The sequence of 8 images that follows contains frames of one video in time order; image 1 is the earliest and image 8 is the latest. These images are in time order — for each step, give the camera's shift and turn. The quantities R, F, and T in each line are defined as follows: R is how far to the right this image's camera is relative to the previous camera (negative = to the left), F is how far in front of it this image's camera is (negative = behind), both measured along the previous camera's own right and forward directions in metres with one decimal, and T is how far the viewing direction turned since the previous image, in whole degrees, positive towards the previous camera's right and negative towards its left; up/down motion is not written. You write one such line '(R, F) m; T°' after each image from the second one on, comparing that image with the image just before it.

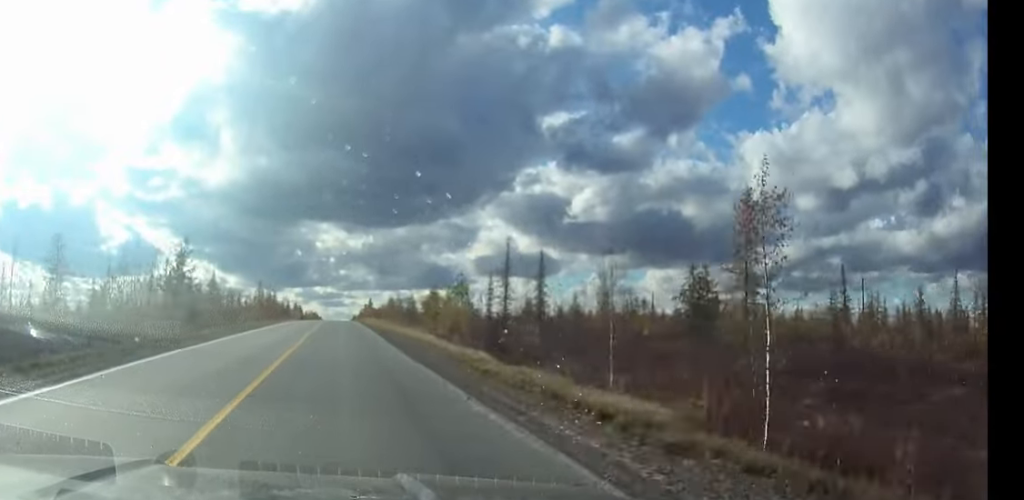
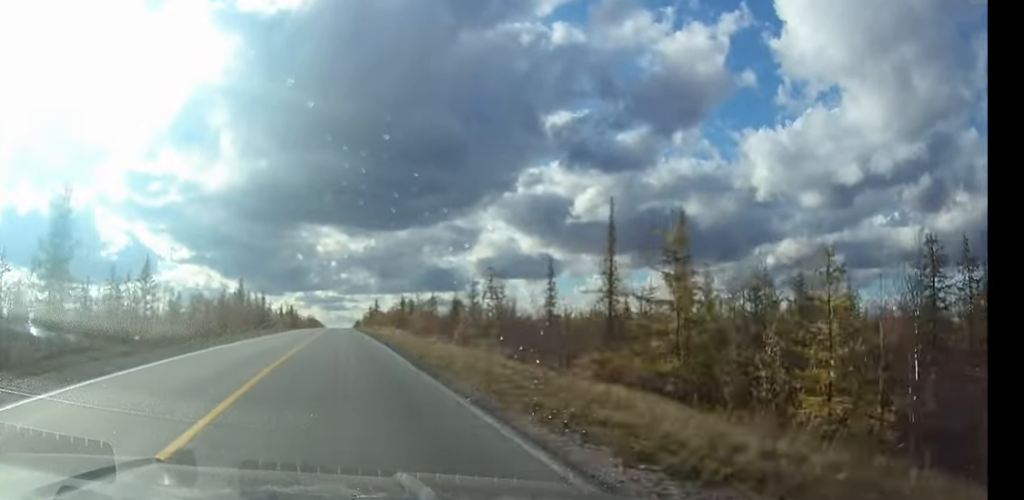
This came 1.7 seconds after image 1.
(-0.1, +44.7) m; 0°
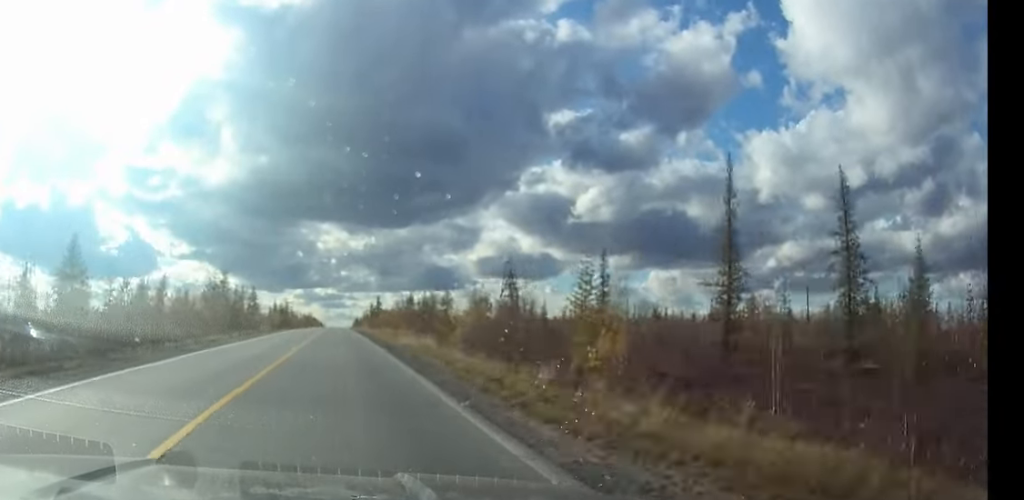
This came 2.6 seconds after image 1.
(0.0, +22.5) m; 0°
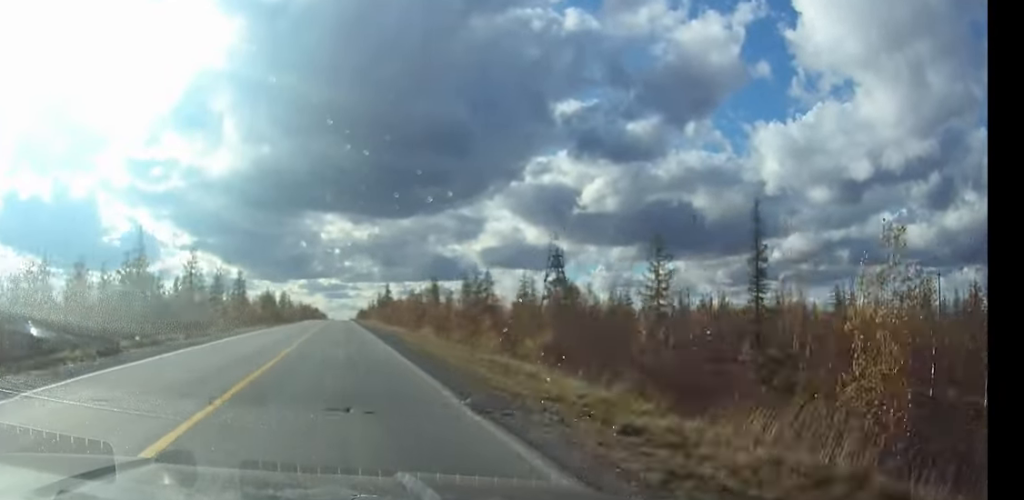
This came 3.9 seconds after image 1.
(0.0, +33.4) m; 0°
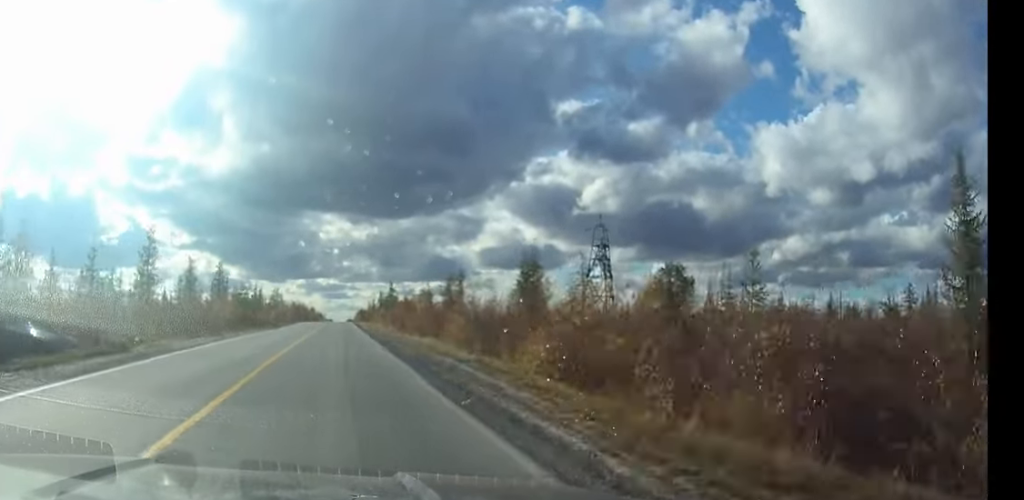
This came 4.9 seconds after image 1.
(0.0, +24.0) m; 0°
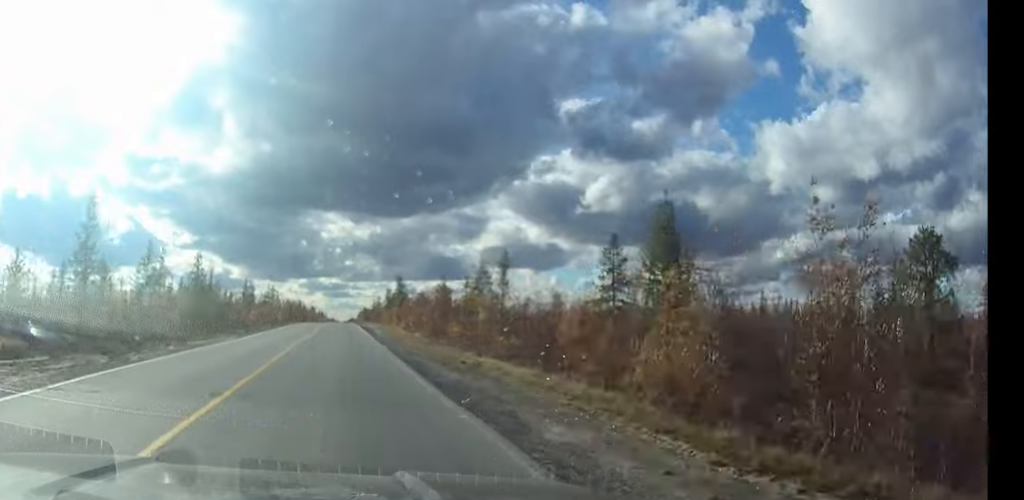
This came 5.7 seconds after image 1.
(0.0, +22.7) m; 0°
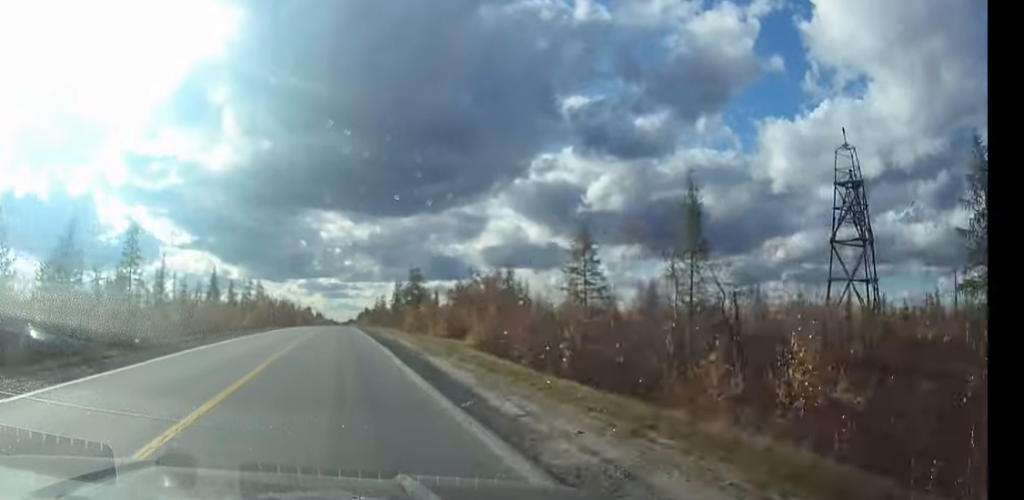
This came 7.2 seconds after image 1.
(0.0, +36.2) m; 0°
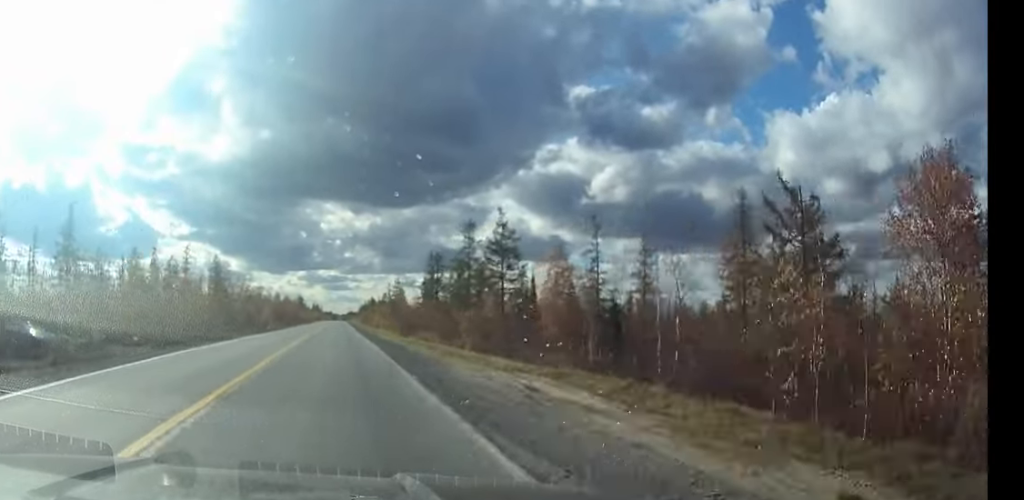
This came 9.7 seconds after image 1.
(0.0, +64.2) m; 0°
